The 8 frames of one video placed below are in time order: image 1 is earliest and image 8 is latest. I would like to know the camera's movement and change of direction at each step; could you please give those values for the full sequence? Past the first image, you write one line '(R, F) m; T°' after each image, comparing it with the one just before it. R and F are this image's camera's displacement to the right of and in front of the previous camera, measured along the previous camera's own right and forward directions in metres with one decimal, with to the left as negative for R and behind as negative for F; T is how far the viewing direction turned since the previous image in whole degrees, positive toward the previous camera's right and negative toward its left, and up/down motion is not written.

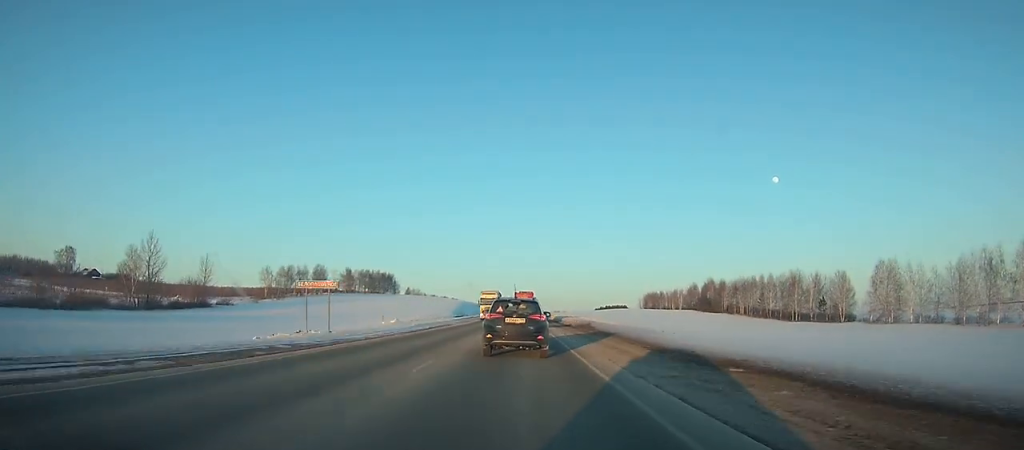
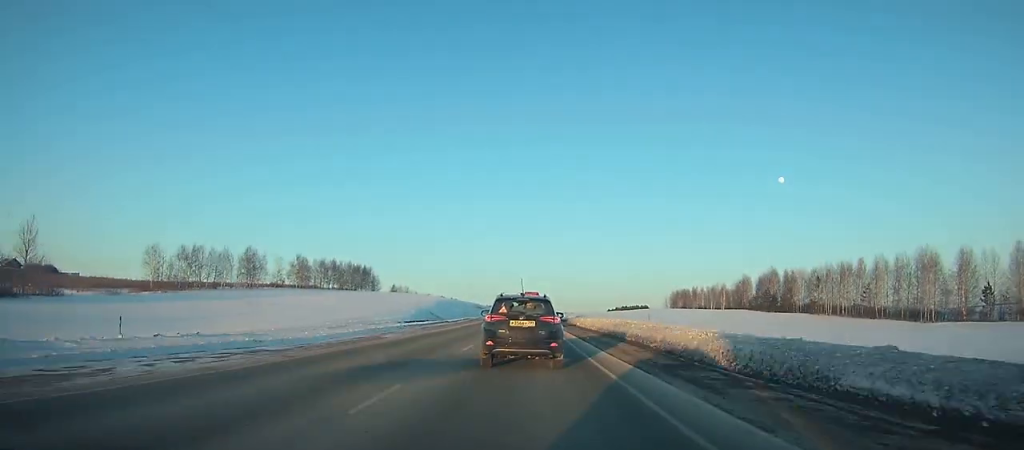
(-0.2, +53.2) m; 0°
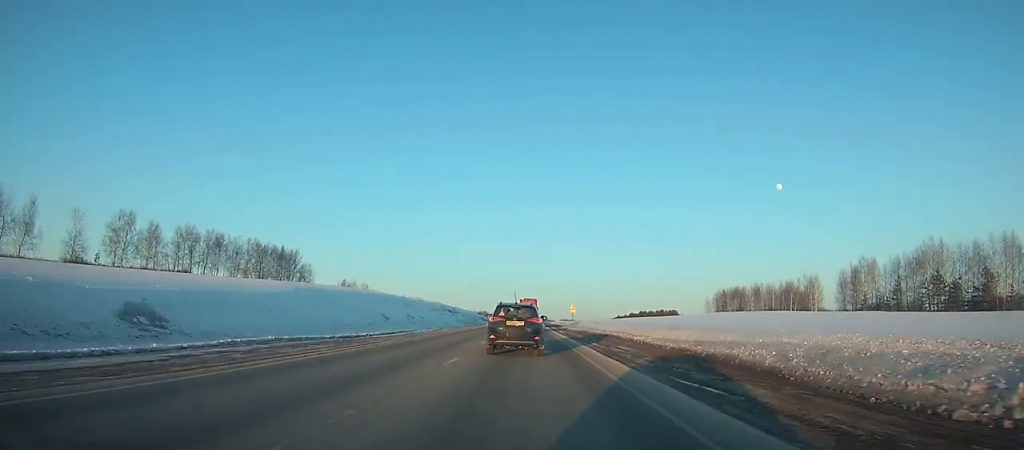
(-0.1, +80.4) m; 0°
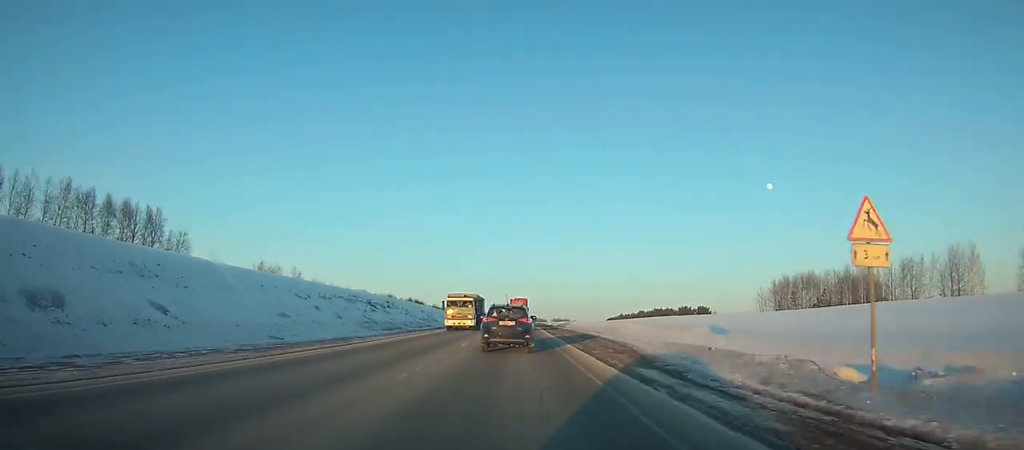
(+0.2, +61.9) m; +1°
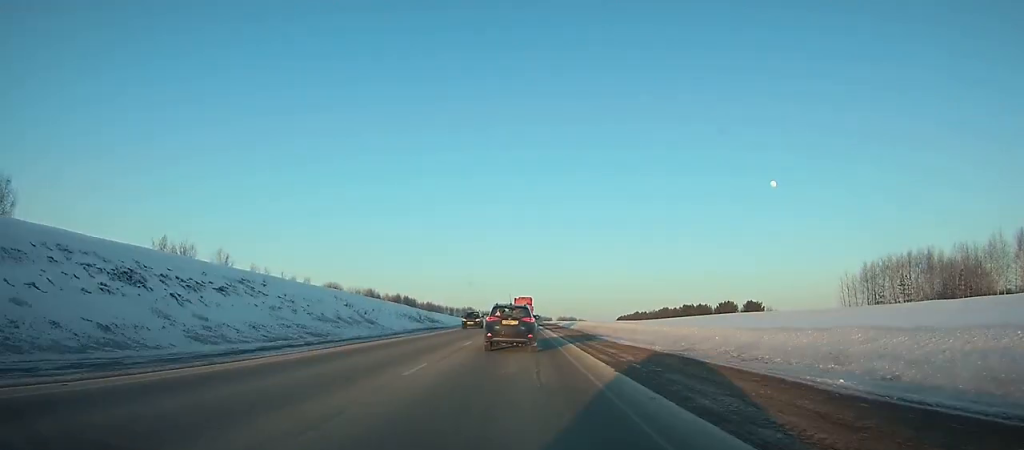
(+0.4, +45.9) m; 0°
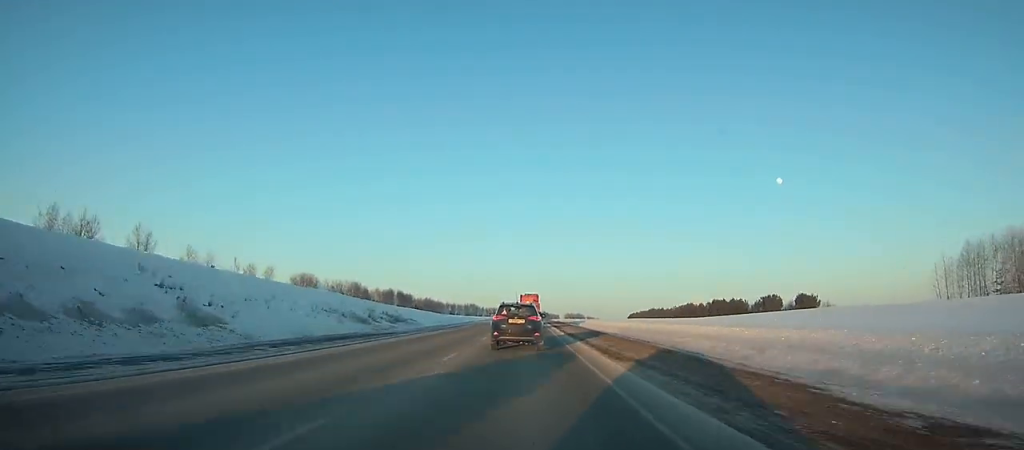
(0.0, +30.6) m; 0°
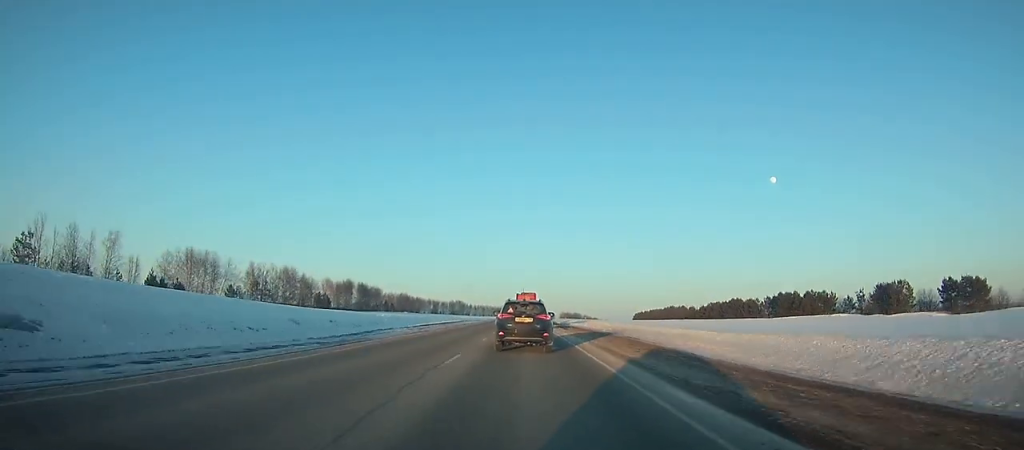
(0.0, +60.5) m; 0°
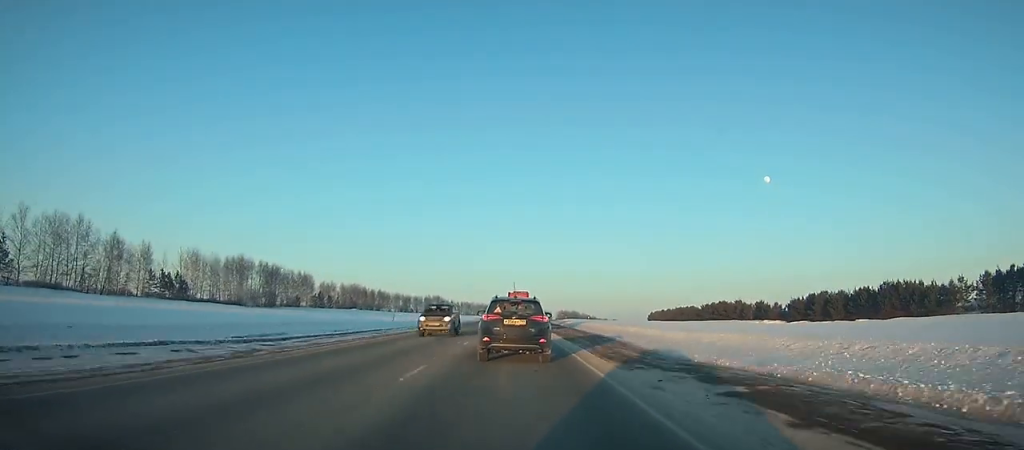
(+0.3, +87.6) m; 0°
